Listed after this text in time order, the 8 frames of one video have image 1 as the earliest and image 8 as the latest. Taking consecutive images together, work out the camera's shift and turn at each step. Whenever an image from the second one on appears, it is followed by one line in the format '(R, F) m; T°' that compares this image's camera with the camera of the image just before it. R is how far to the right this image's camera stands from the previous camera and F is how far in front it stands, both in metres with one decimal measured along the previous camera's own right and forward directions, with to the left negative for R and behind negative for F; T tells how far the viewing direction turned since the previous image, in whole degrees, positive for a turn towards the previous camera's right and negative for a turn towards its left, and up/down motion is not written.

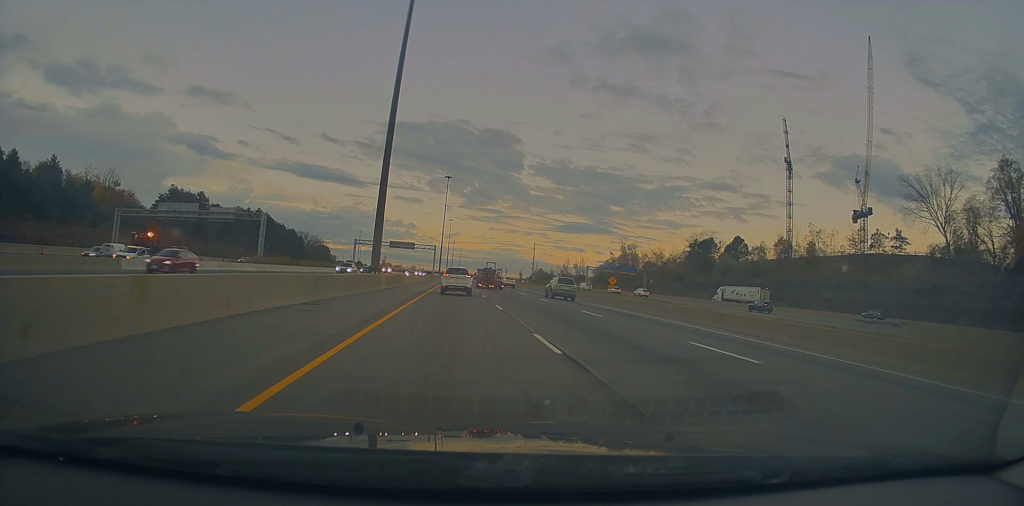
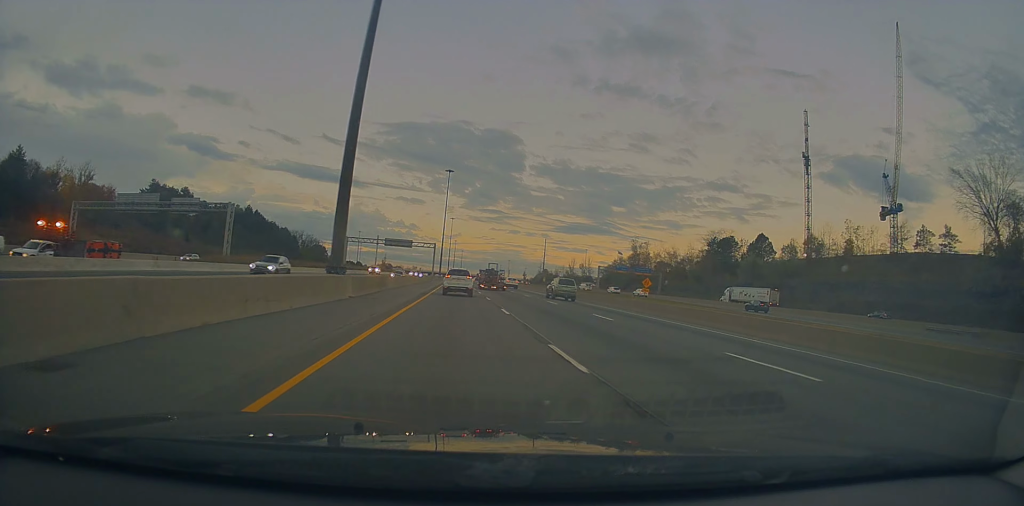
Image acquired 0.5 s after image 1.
(+0.3, +13.9) m; -1°
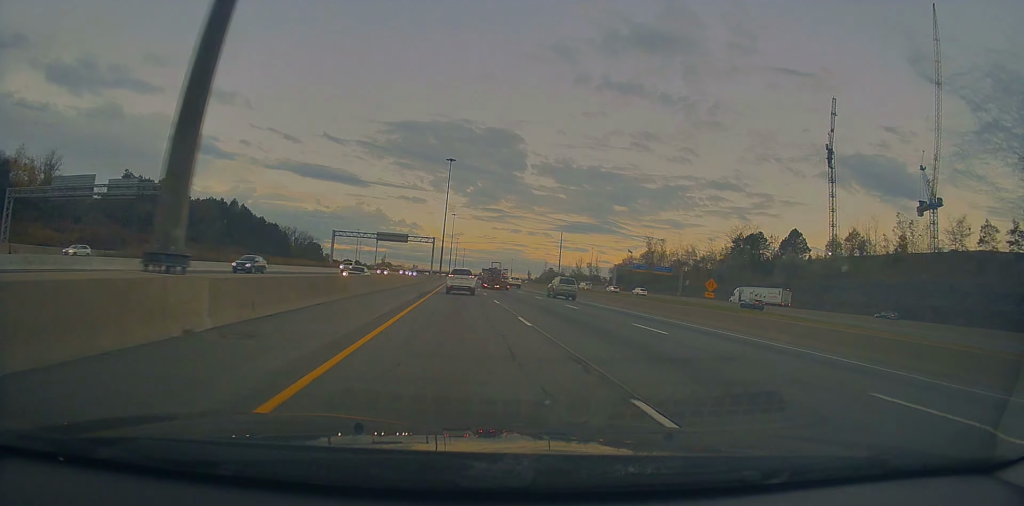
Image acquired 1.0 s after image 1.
(-0.5, +16.9) m; 0°
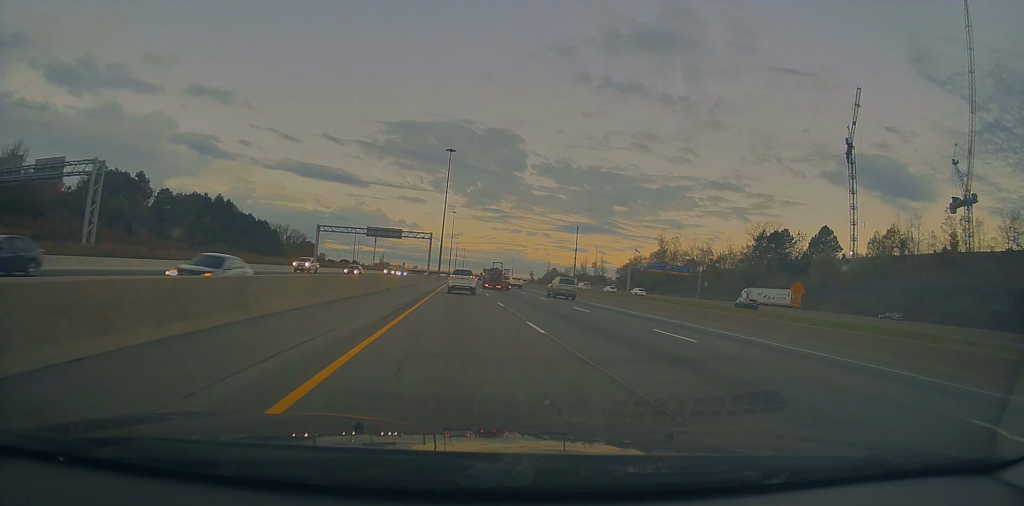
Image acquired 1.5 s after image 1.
(-0.4, +13.9) m; 0°
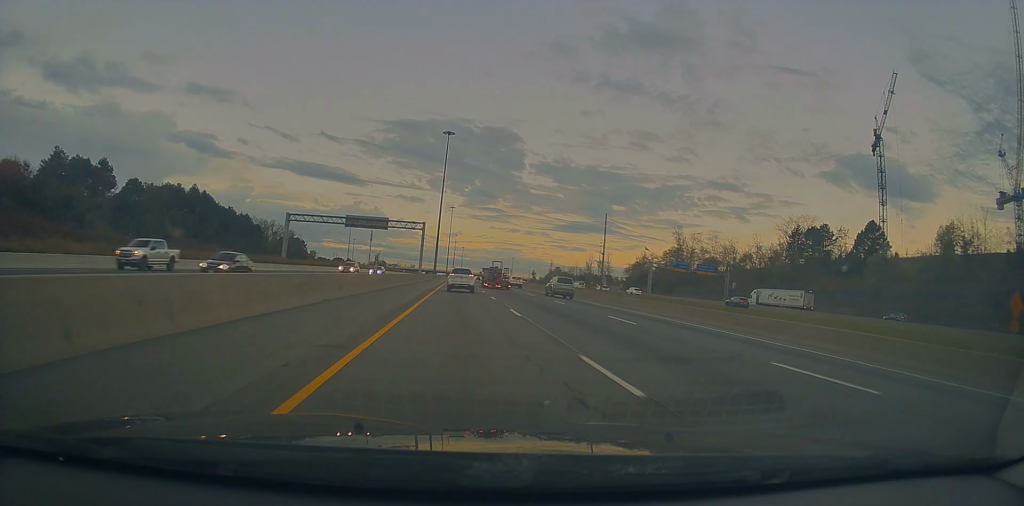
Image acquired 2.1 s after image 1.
(+0.5, +18.9) m; +1°
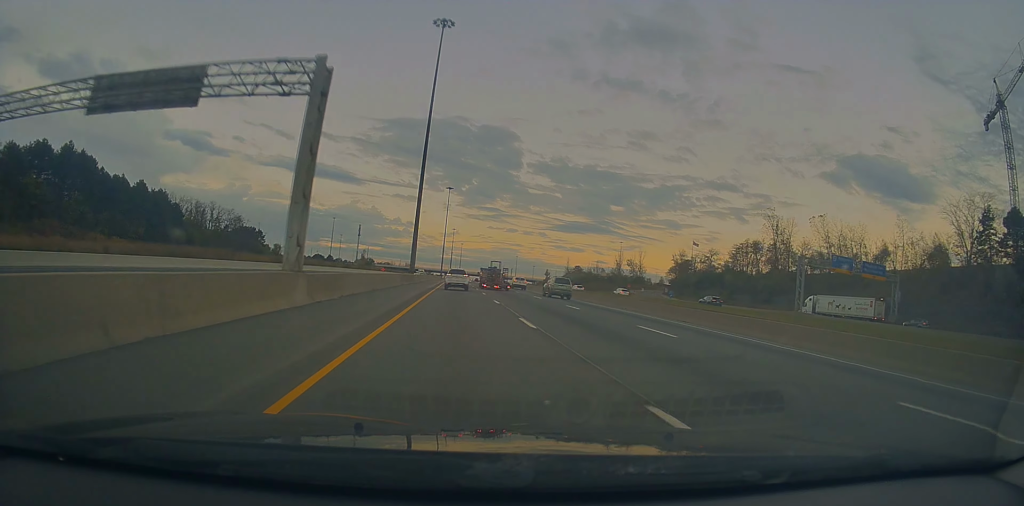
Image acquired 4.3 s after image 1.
(-0.2, +64.5) m; -1°
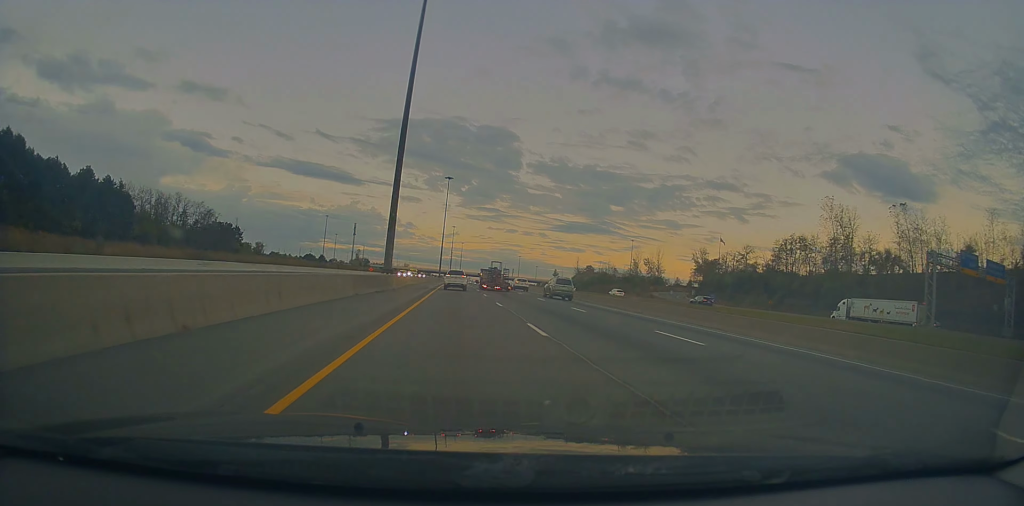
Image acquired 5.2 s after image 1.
(+0.2, +25.6) m; 0°
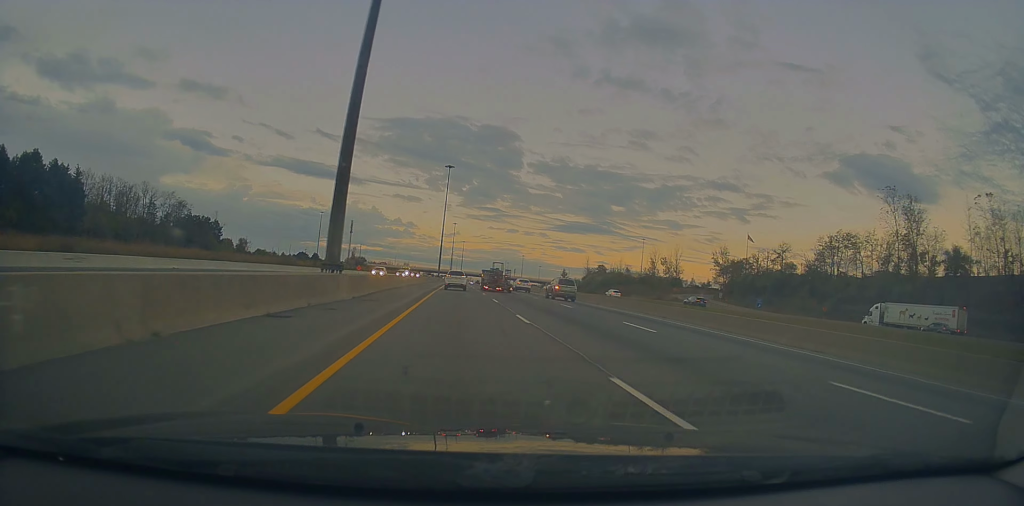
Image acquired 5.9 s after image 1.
(+0.1, +20.8) m; 0°
